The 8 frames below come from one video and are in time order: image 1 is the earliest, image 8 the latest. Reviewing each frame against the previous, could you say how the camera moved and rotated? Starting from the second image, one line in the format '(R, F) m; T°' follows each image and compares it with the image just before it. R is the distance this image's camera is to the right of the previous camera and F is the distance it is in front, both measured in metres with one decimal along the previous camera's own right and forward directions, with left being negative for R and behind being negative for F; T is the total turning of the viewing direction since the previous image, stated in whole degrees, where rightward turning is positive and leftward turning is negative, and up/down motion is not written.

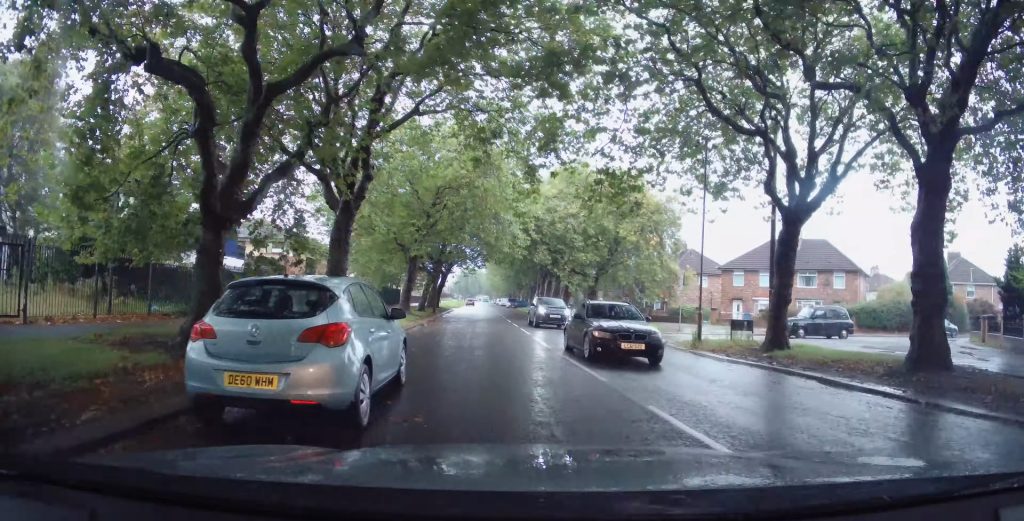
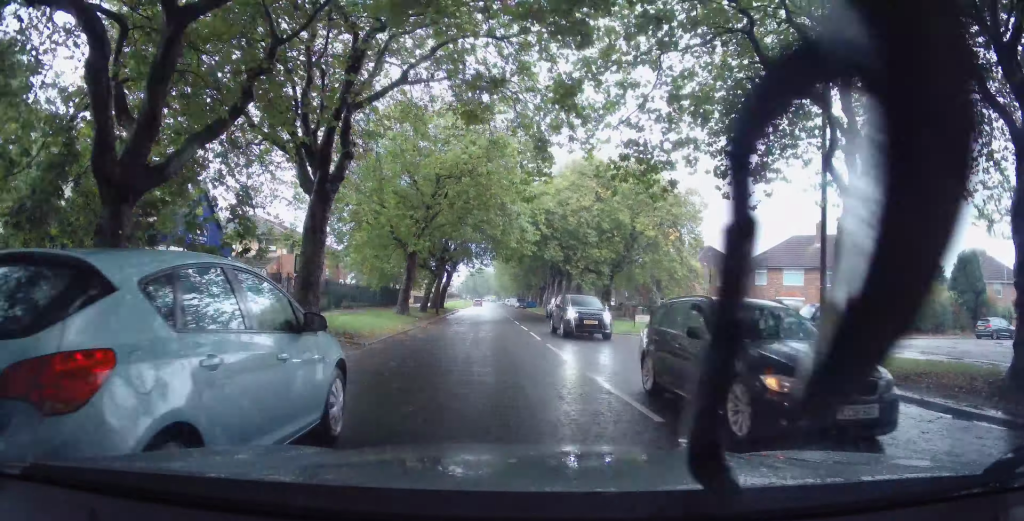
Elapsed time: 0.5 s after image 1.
(0.0, +2.1) m; +1°
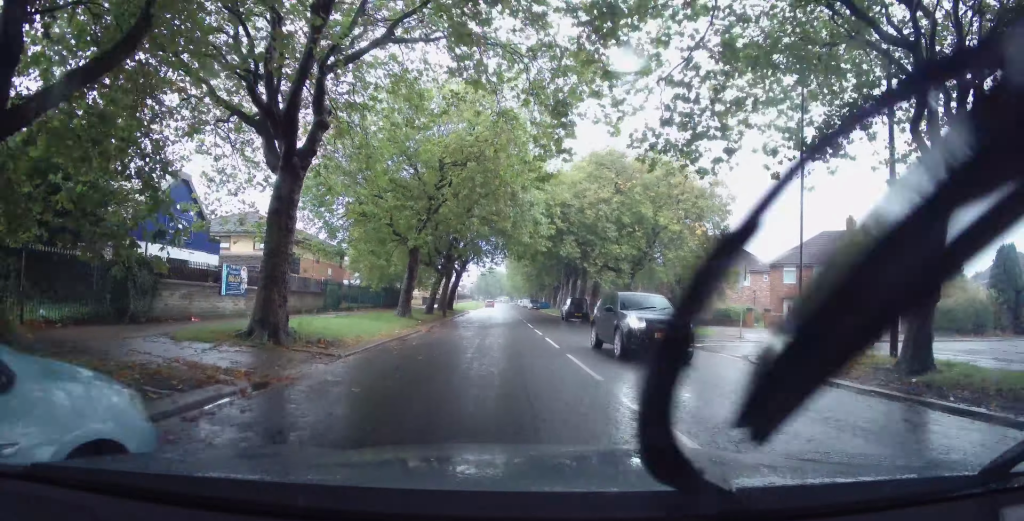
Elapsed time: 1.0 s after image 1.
(0.0, +2.2) m; +3°
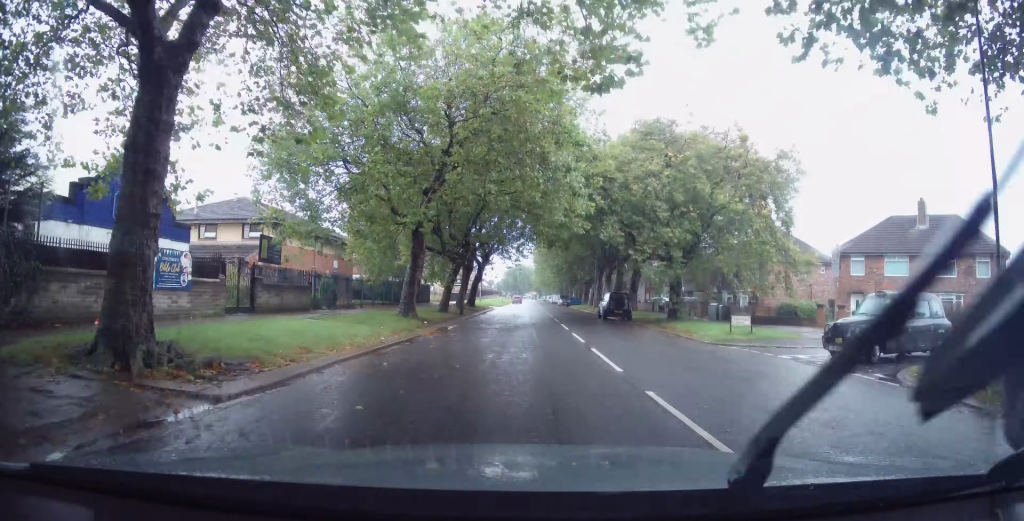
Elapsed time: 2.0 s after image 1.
(+0.2, +4.4) m; +5°
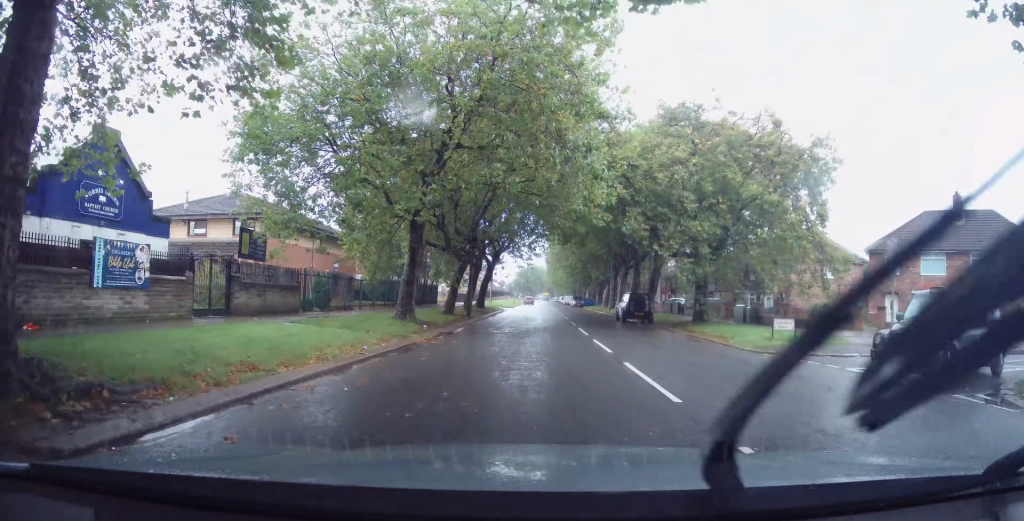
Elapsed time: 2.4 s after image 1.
(+0.1, +2.2) m; +2°
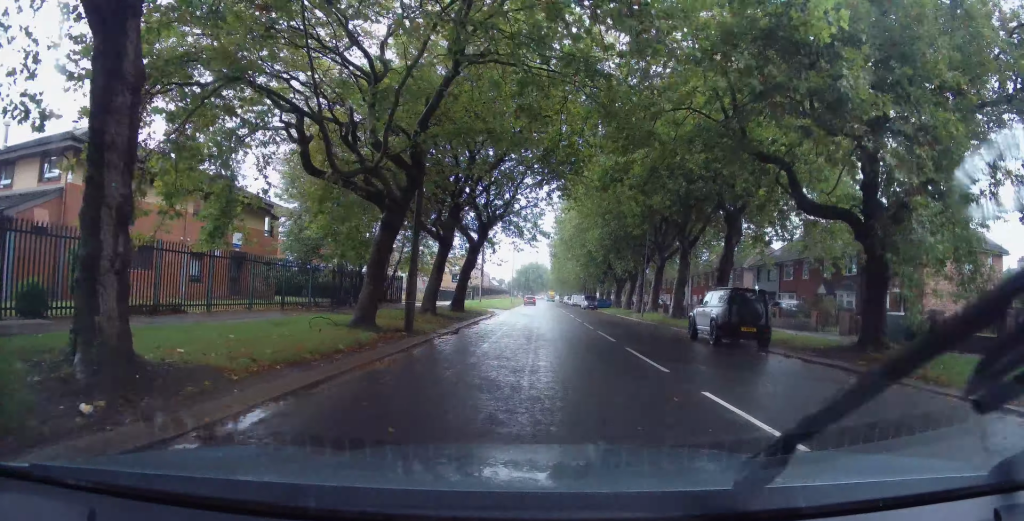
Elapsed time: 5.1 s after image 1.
(-0.5, +14.3) m; -3°
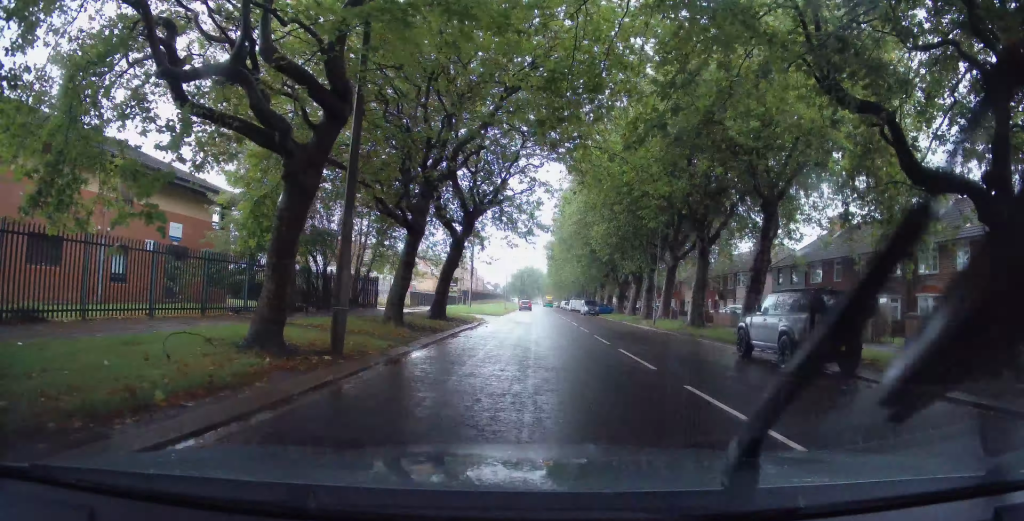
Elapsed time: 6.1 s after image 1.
(-0.1, +5.7) m; -3°
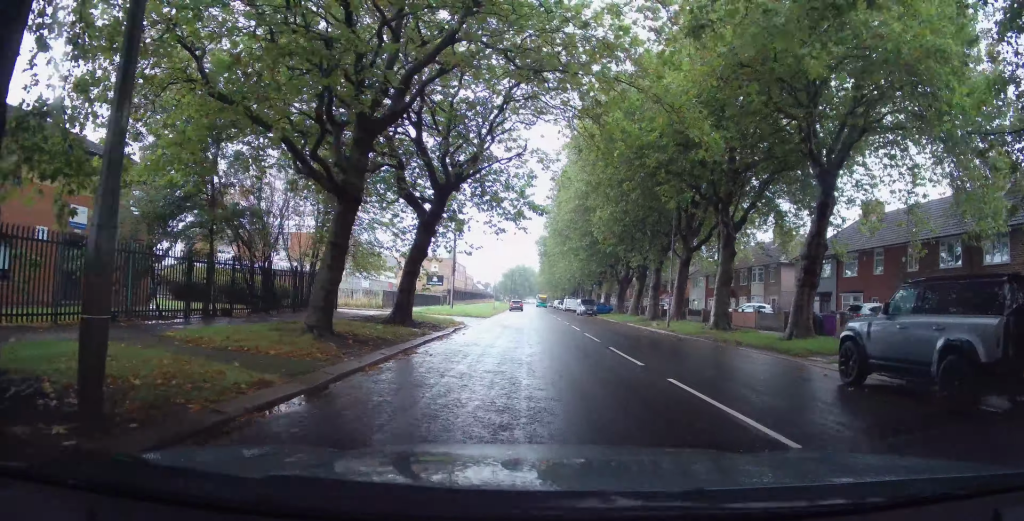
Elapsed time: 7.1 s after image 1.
(-0.2, +5.9) m; -5°
